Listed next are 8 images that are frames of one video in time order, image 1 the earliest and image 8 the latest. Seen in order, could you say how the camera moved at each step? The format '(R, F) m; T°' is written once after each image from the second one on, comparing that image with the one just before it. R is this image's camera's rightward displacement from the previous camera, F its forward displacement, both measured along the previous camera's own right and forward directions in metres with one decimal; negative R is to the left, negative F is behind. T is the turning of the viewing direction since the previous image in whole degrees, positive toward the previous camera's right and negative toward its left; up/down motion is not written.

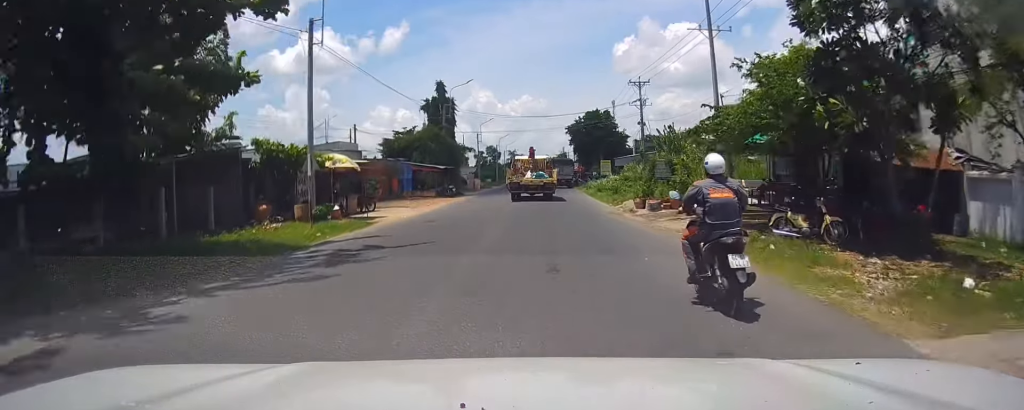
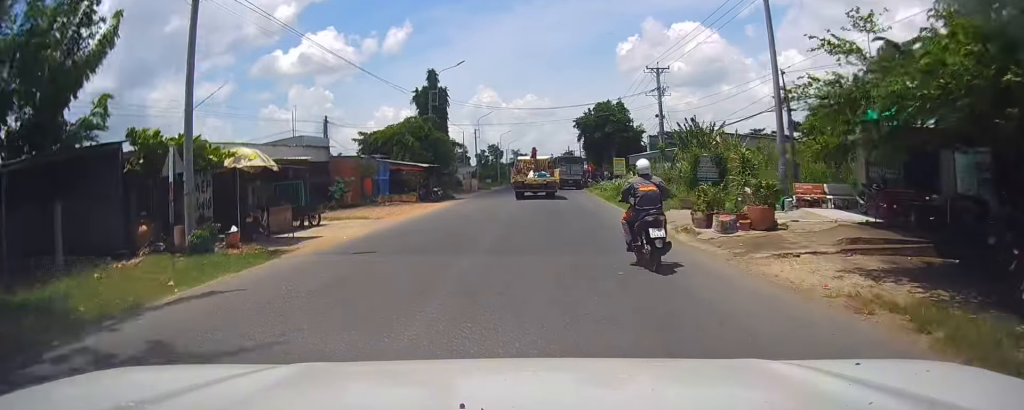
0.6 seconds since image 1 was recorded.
(-0.2, +8.1) m; +1°
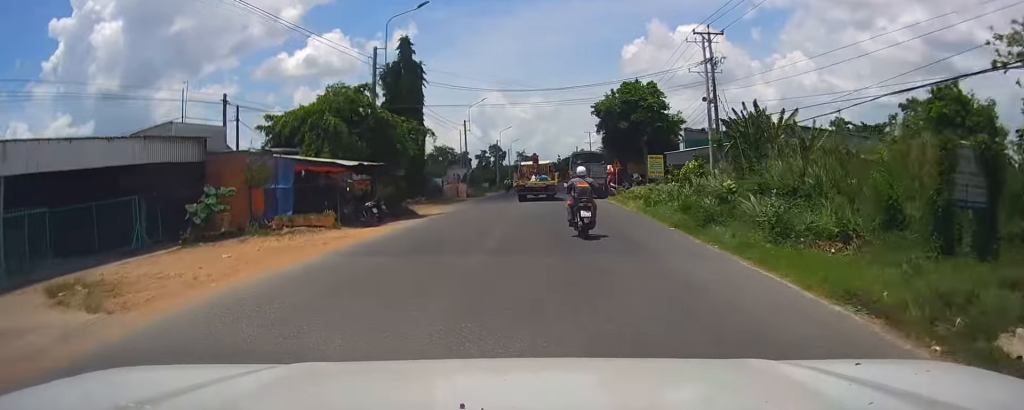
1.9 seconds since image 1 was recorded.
(+0.3, +16.2) m; -1°
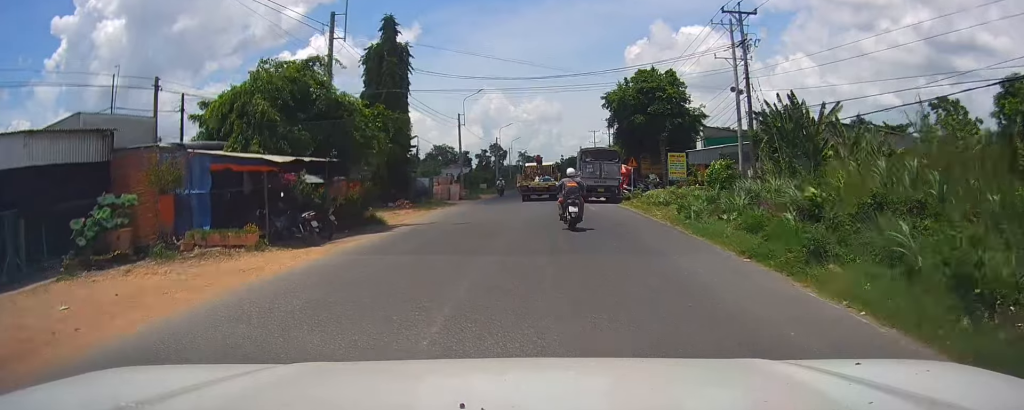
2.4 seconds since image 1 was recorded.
(-0.2, +6.5) m; -2°
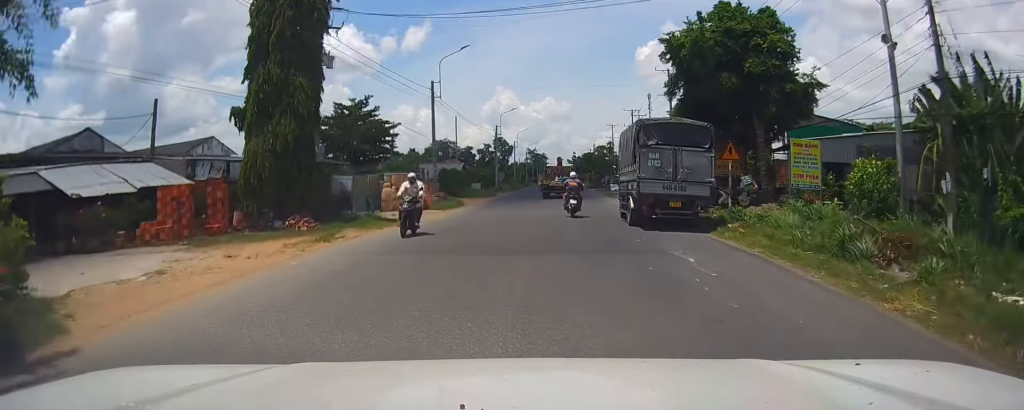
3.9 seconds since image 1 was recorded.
(+0.1, +18.6) m; +2°
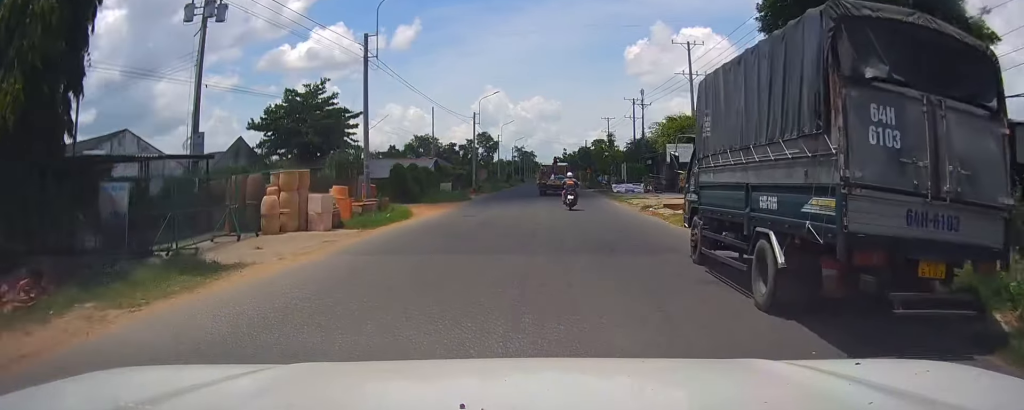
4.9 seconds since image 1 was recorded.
(+0.2, +12.8) m; 0°
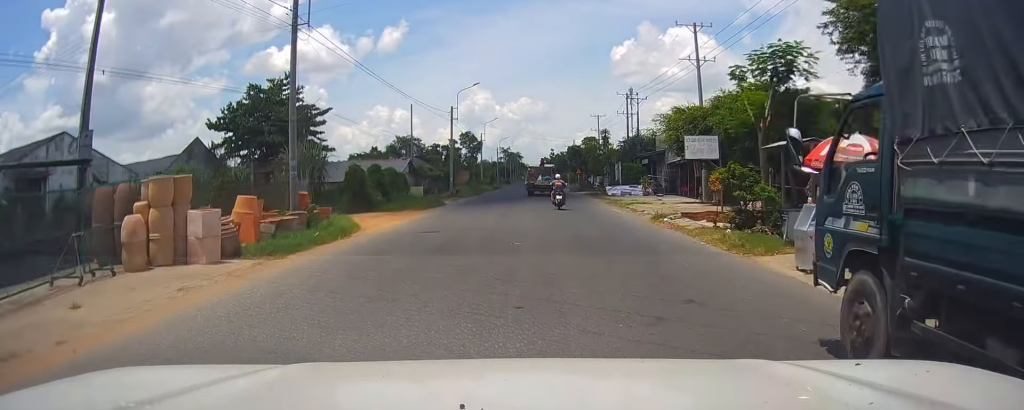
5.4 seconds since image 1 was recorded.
(-0.3, +6.6) m; -1°
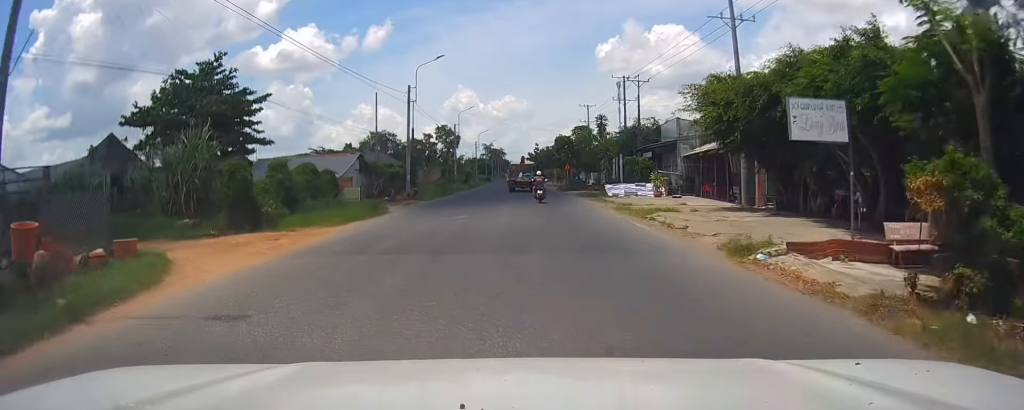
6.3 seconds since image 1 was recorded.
(+0.2, +11.2) m; 0°
